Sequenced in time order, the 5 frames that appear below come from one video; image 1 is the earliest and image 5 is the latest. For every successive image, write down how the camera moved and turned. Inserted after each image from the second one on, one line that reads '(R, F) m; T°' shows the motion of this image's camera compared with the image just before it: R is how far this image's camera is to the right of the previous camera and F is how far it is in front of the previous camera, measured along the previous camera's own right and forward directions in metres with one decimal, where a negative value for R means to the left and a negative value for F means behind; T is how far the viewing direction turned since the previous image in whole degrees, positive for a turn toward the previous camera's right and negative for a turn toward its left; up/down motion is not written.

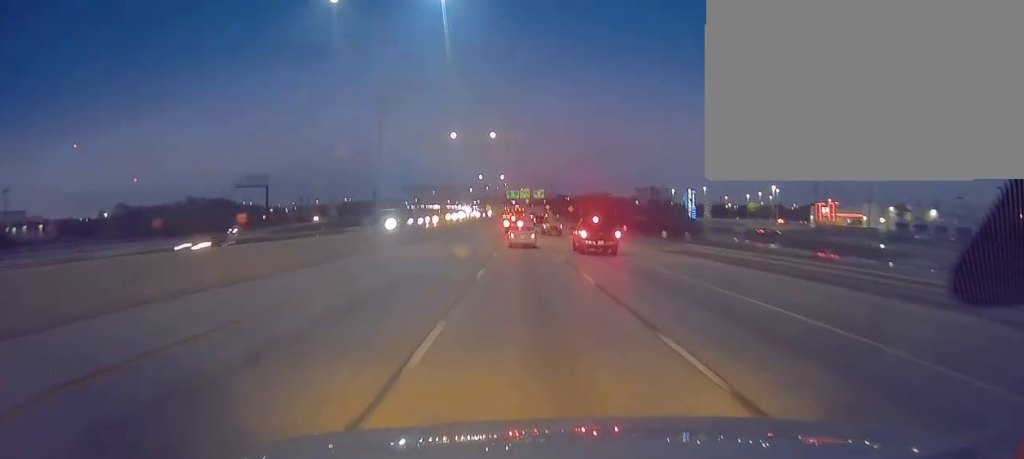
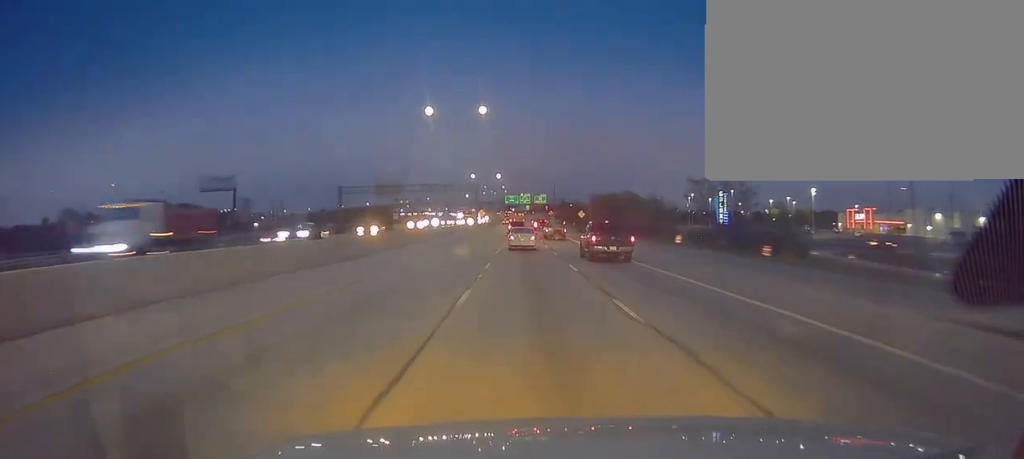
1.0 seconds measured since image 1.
(0.0, +31.8) m; 0°
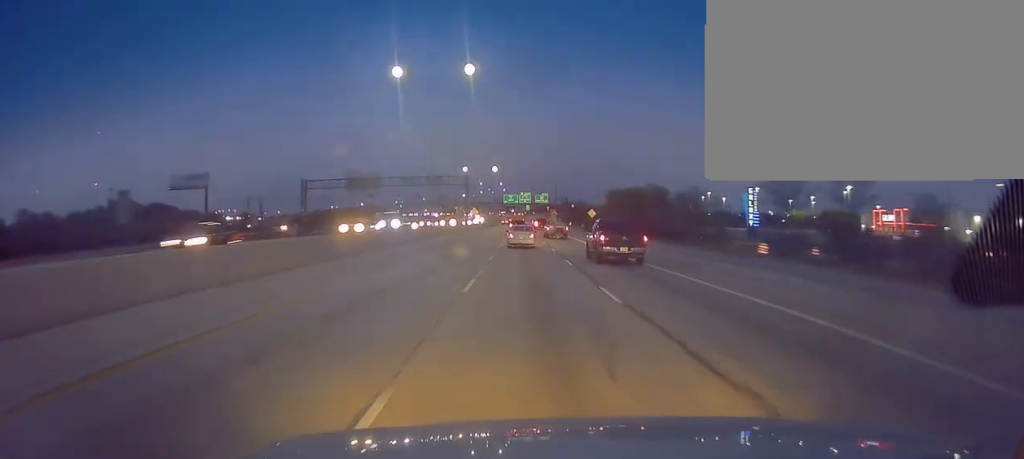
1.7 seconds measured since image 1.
(0.0, +22.8) m; 0°
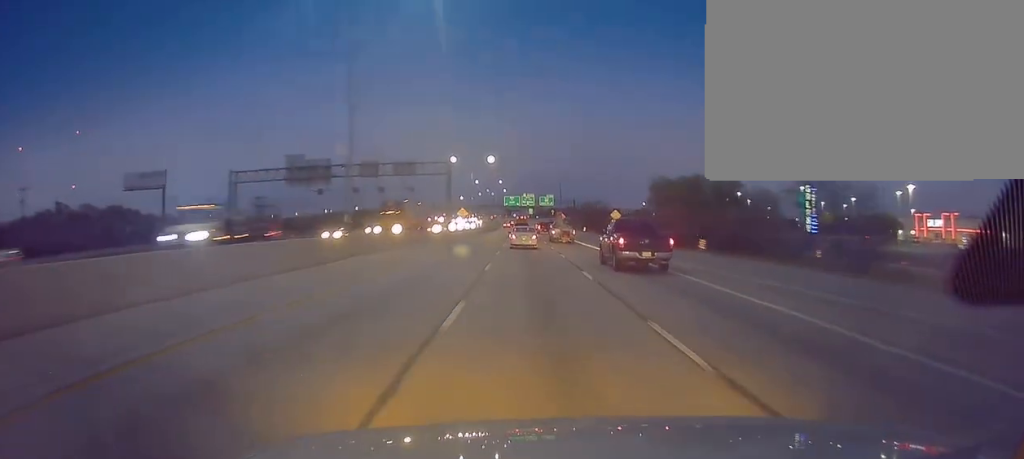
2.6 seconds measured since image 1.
(0.0, +29.9) m; 0°
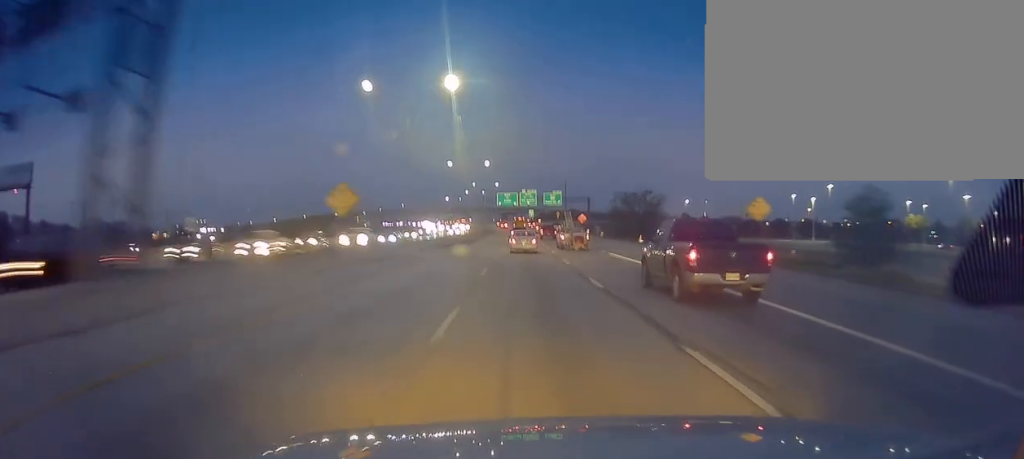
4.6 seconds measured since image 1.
(0.0, +63.1) m; 0°
